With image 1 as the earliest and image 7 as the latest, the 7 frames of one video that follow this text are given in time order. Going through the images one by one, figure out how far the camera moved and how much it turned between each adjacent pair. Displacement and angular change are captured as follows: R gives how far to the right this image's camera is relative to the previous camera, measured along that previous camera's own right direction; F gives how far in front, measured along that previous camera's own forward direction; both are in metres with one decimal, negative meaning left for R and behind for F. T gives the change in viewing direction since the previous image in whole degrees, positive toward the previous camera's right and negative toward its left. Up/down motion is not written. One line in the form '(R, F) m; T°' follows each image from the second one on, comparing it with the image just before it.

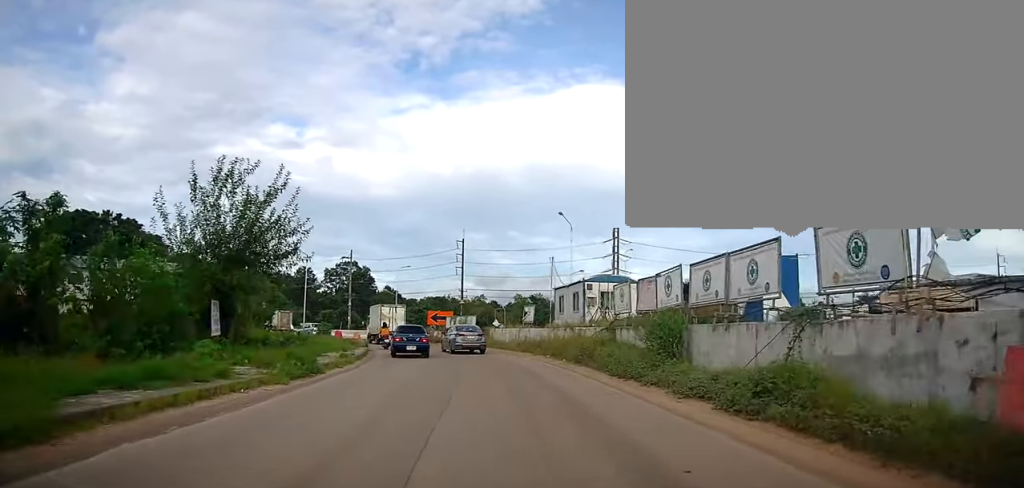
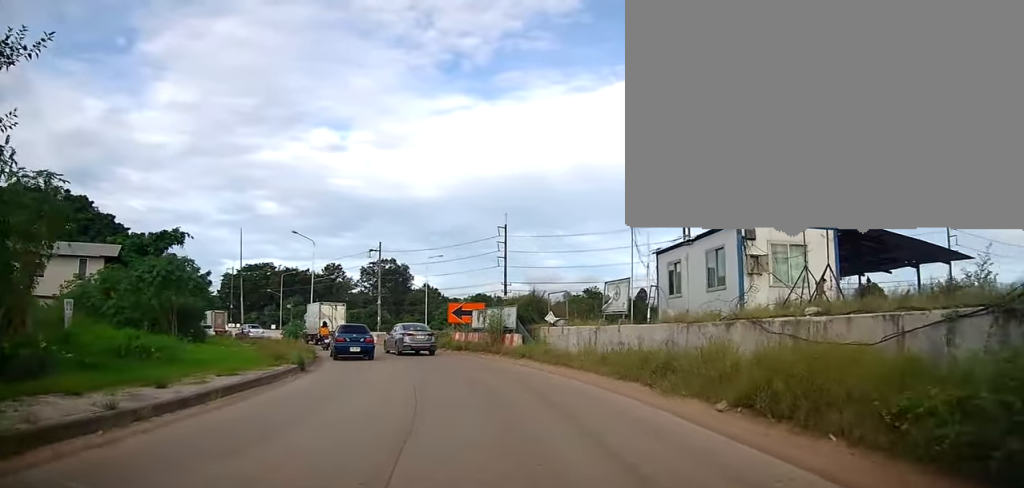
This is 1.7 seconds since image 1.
(-0.3, +16.0) m; -5°
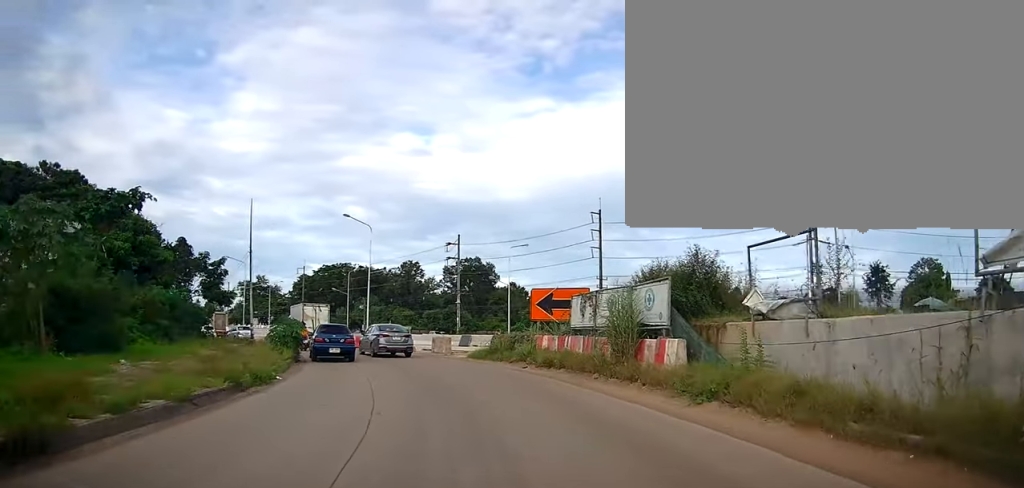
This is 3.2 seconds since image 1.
(-1.0, +12.8) m; -10°
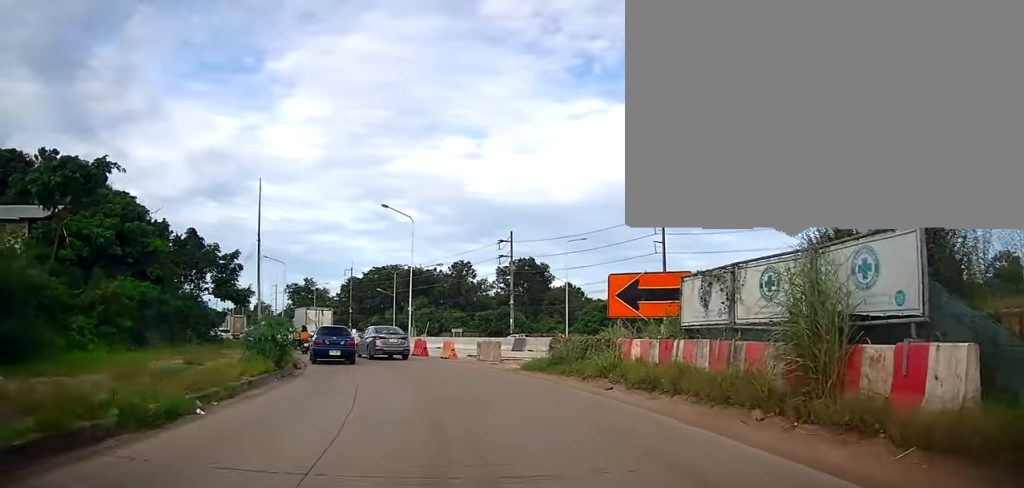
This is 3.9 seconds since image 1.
(-0.3, +6.0) m; -6°
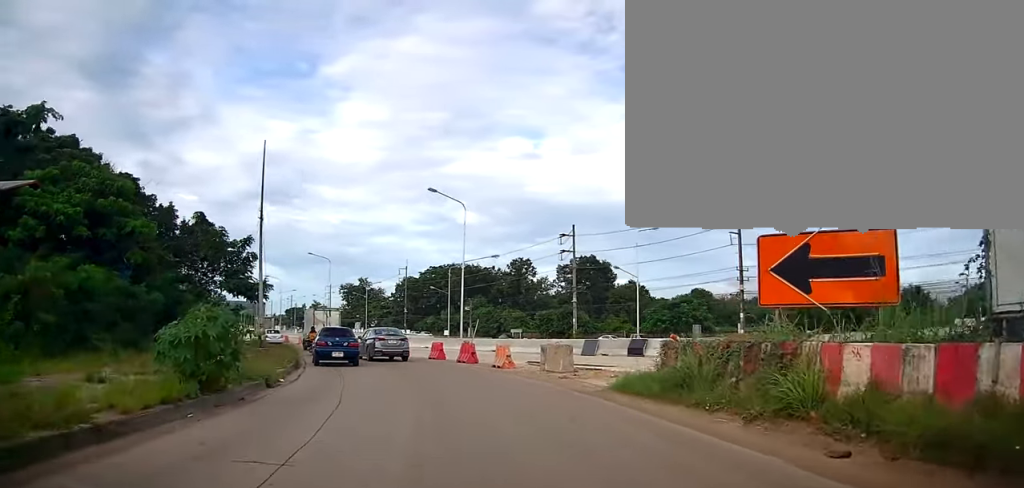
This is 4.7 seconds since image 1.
(-0.2, +6.3) m; -7°
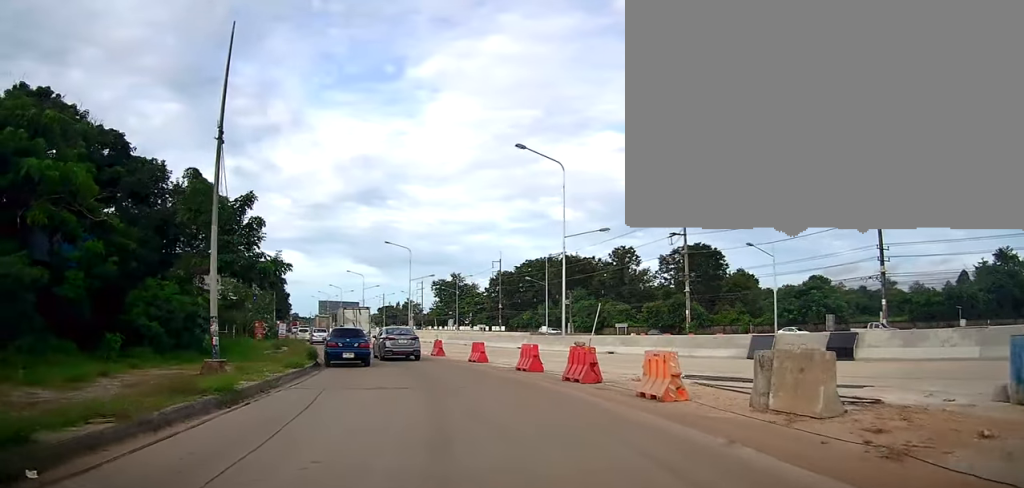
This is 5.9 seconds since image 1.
(-0.9, +9.9) m; -8°
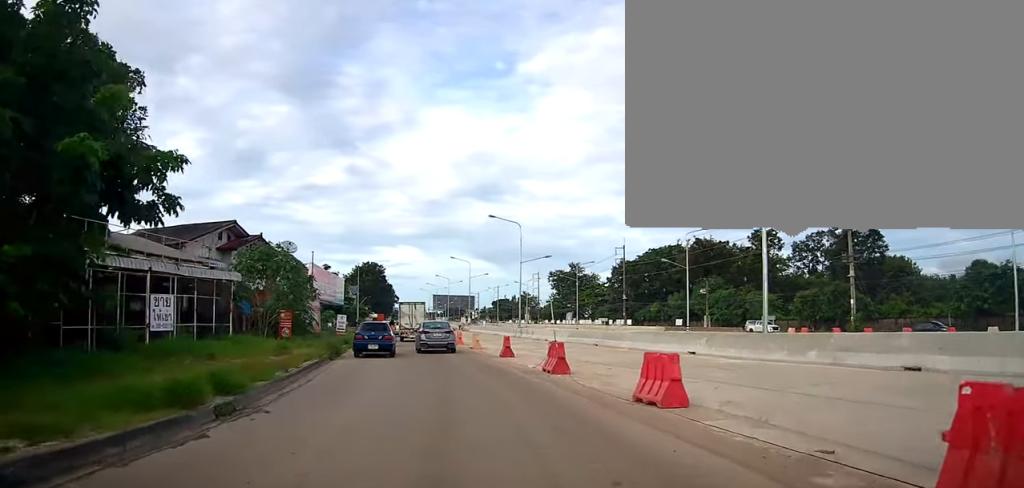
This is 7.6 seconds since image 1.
(-1.2, +14.0) m; -11°
